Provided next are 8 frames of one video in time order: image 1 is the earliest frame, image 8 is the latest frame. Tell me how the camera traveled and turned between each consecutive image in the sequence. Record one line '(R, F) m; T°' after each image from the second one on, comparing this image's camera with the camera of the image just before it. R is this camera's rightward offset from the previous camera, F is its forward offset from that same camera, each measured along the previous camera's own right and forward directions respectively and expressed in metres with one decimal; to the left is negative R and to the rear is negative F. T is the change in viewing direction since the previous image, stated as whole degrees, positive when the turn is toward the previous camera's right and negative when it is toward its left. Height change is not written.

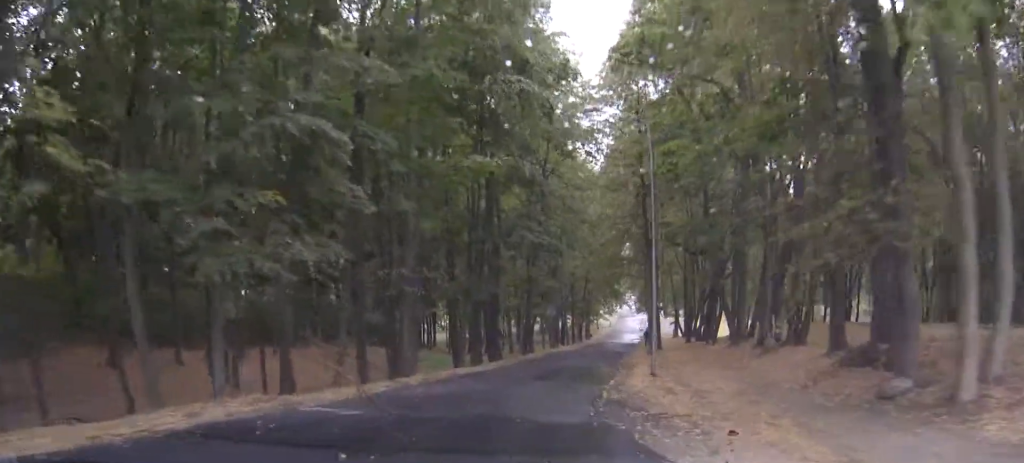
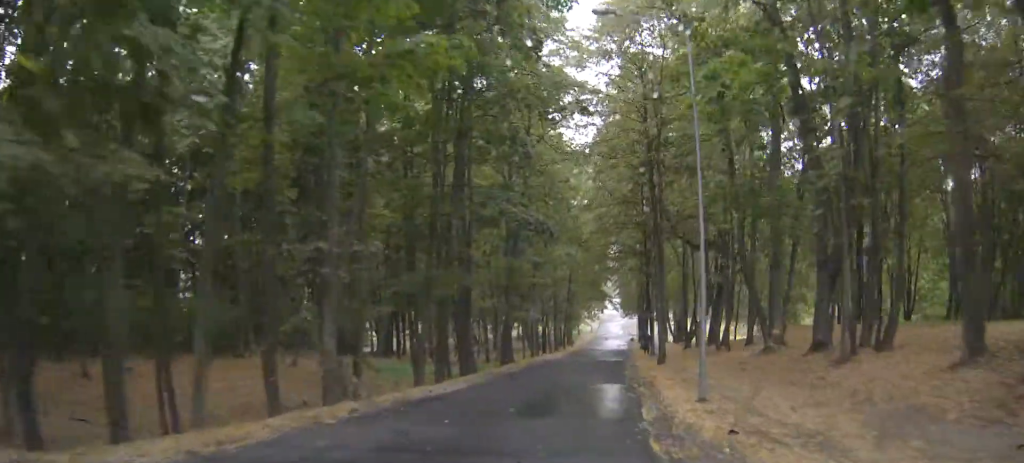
(-0.4, +7.5) m; 0°
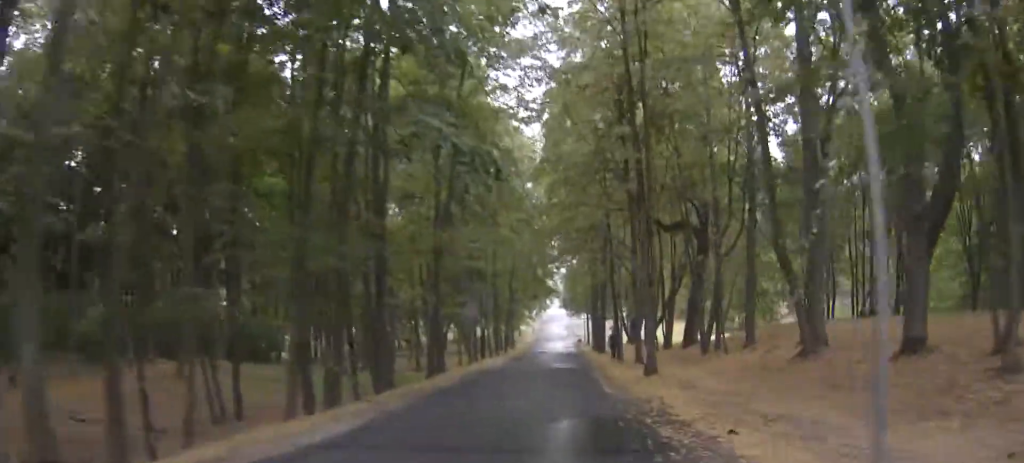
(+1.0, +8.4) m; +14°
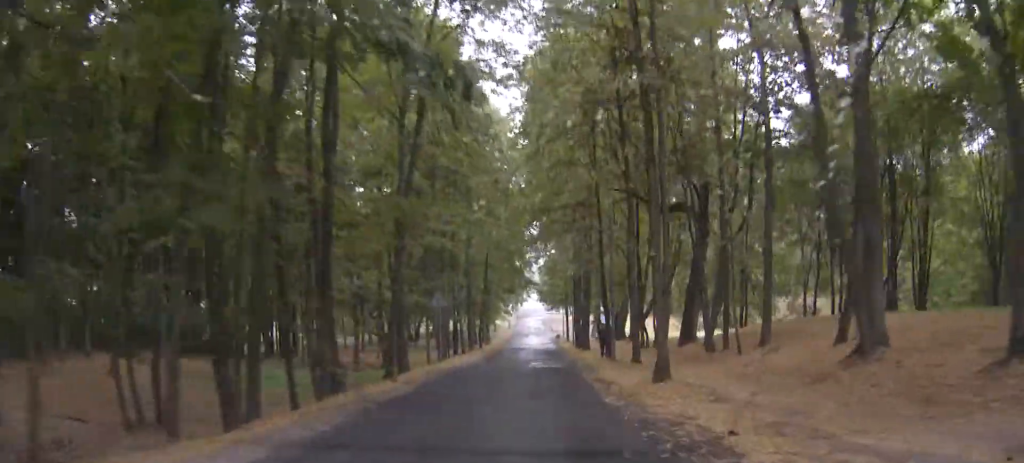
(+0.2, +4.4) m; -1°
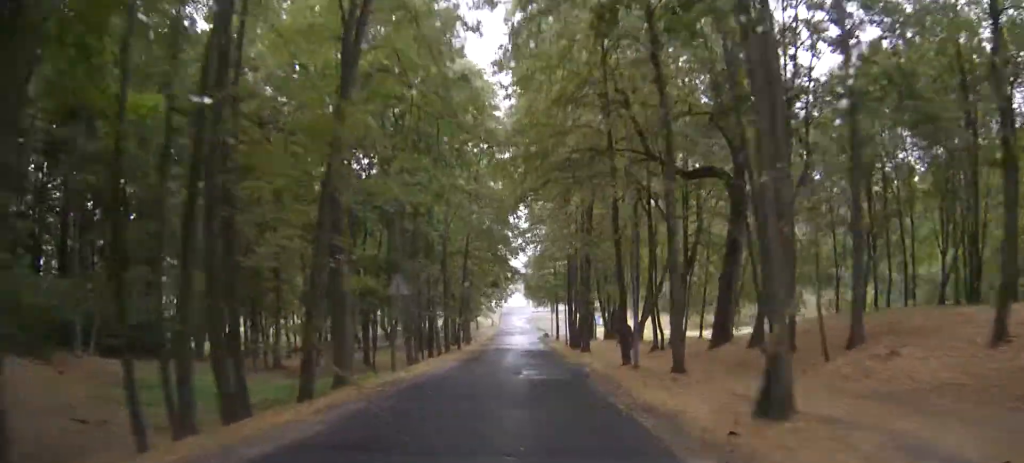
(-0.3, +7.3) m; -7°
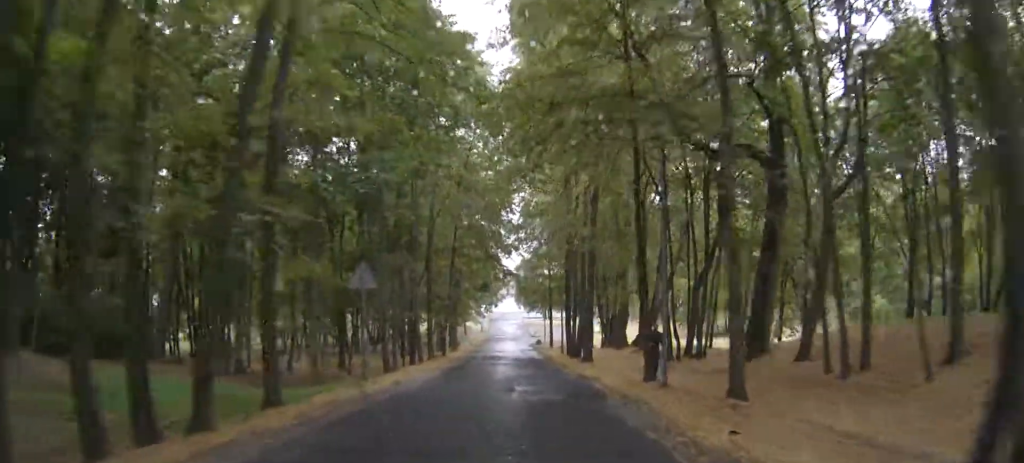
(-0.3, +4.5) m; +1°
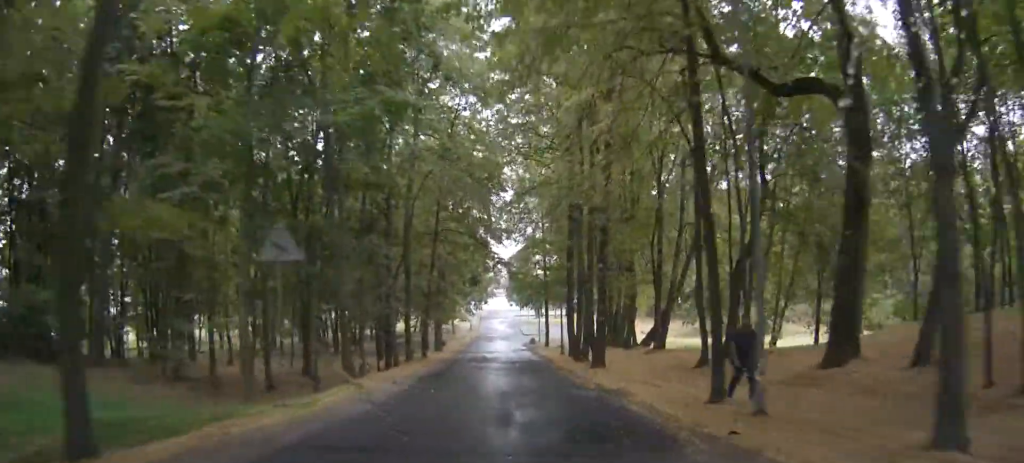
(+0.2, +6.3) m; +7°
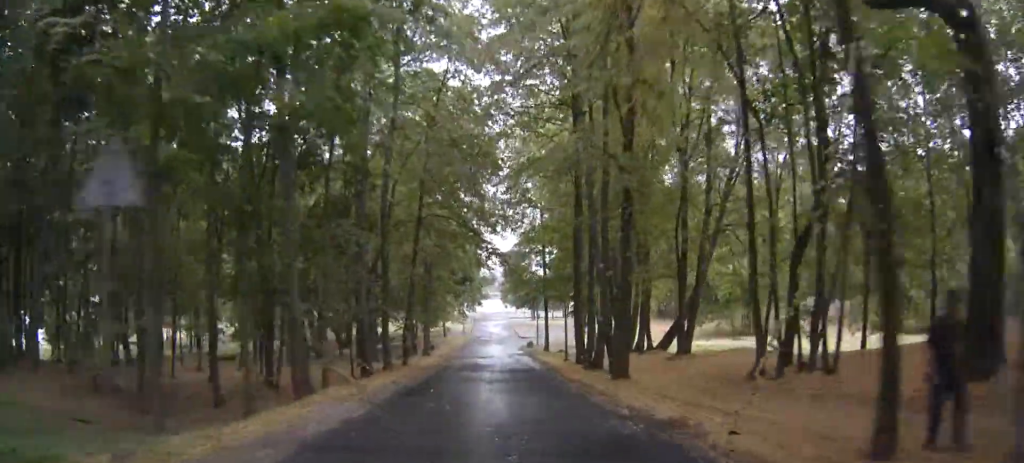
(+0.5, +6.0) m; +7°
